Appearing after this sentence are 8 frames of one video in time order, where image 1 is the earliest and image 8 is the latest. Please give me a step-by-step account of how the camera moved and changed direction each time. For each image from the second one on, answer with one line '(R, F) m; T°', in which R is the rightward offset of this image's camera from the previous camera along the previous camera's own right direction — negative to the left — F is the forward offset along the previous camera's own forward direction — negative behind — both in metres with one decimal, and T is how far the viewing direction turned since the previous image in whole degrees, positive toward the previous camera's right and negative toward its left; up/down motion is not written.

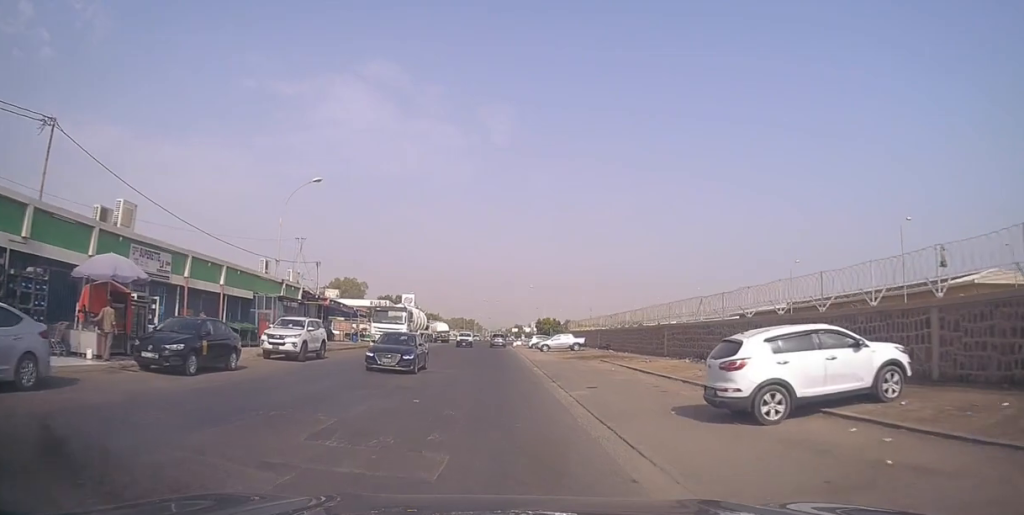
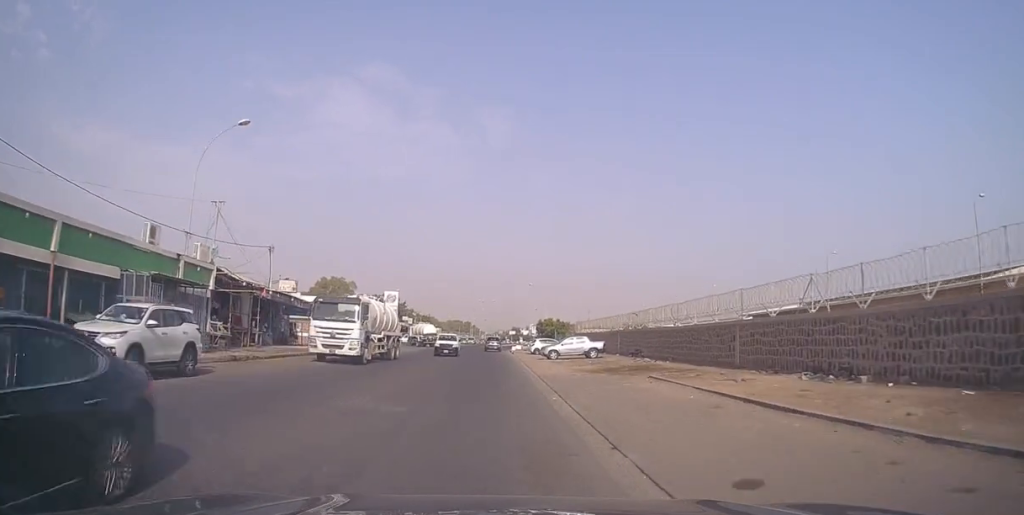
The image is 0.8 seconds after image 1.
(0.0, +12.5) m; +1°
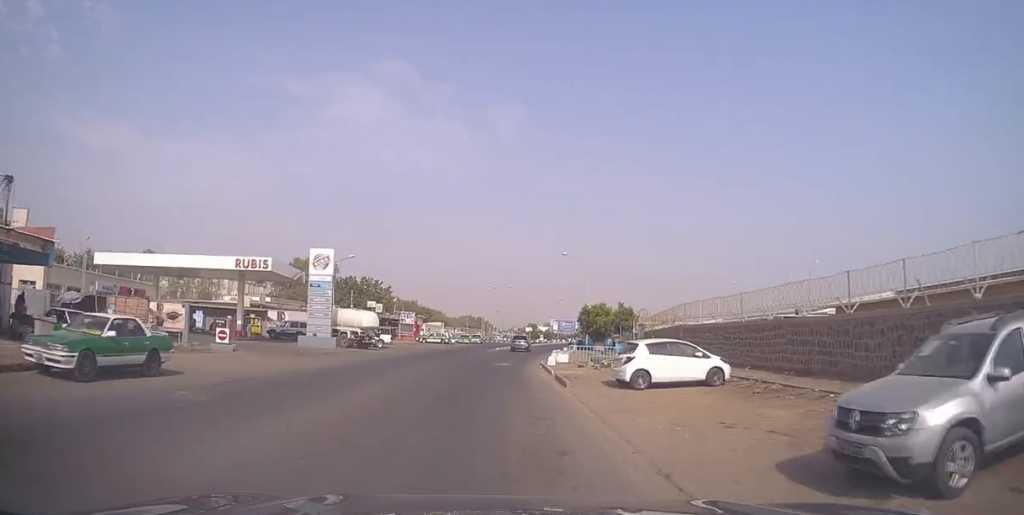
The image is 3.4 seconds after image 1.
(+0.6, +41.9) m; 0°
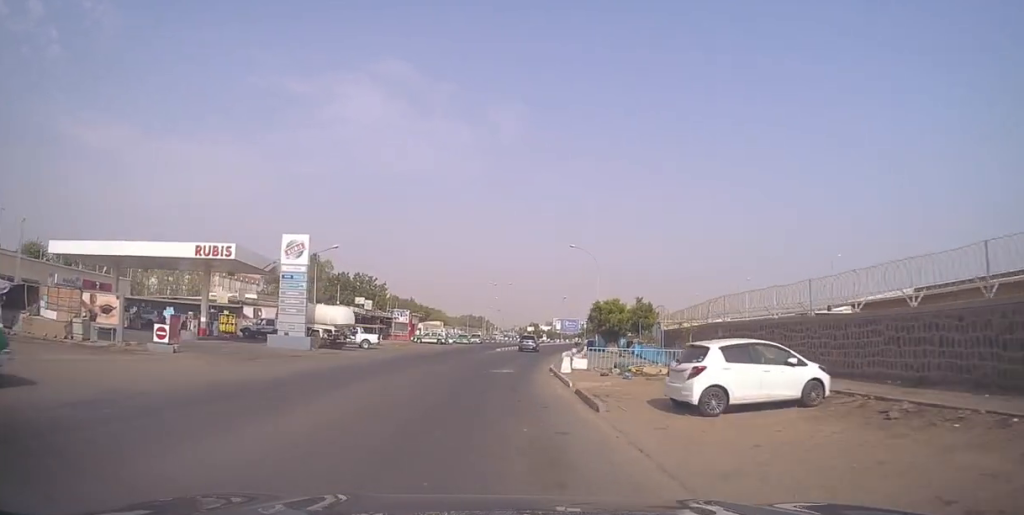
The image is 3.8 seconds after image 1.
(-0.1, +7.8) m; 0°
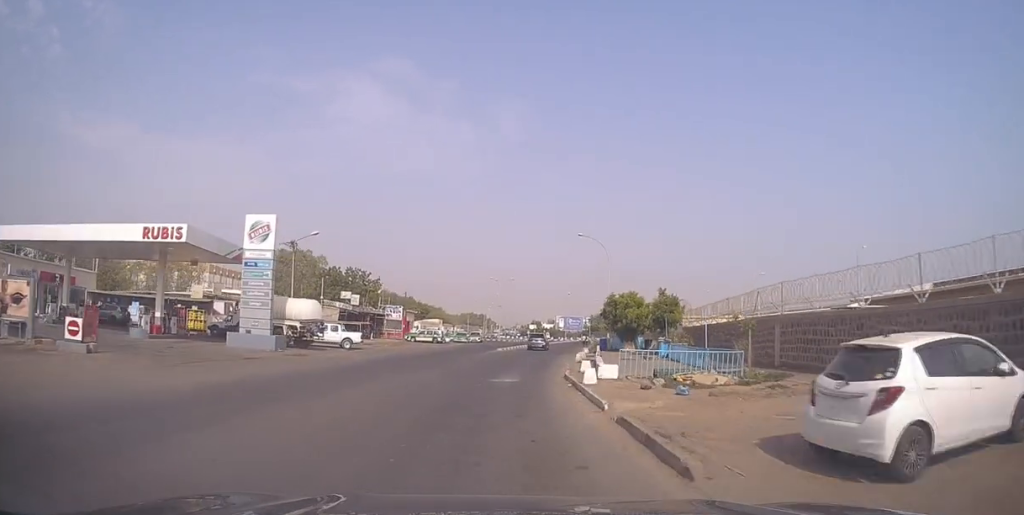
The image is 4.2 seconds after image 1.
(-0.1, +7.8) m; 0°
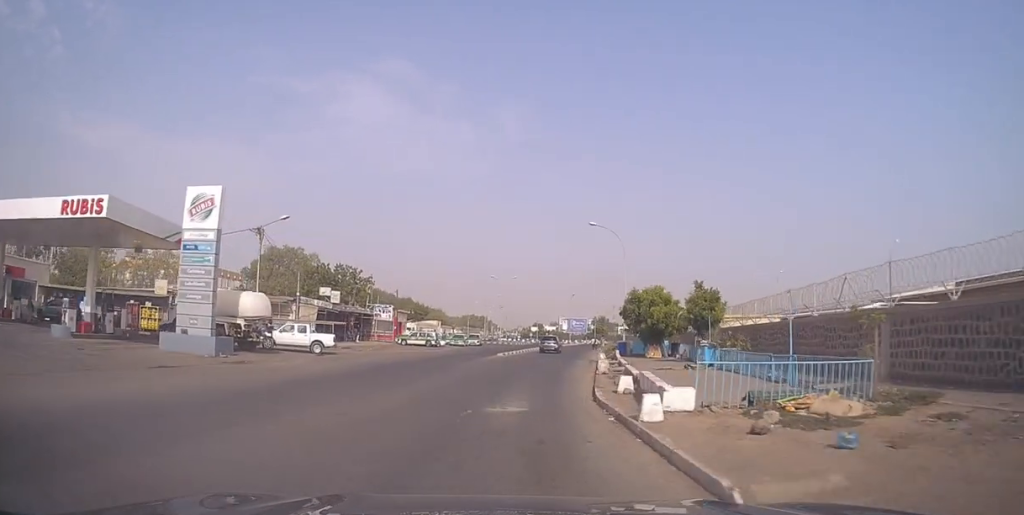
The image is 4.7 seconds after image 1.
(0.0, +8.5) m; 0°
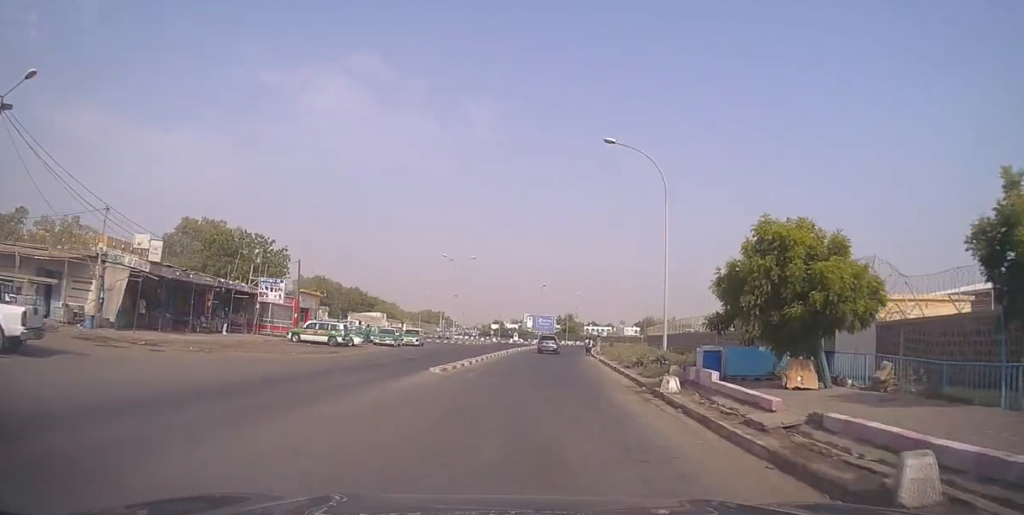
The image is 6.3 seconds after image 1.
(+0.3, +25.7) m; +3°
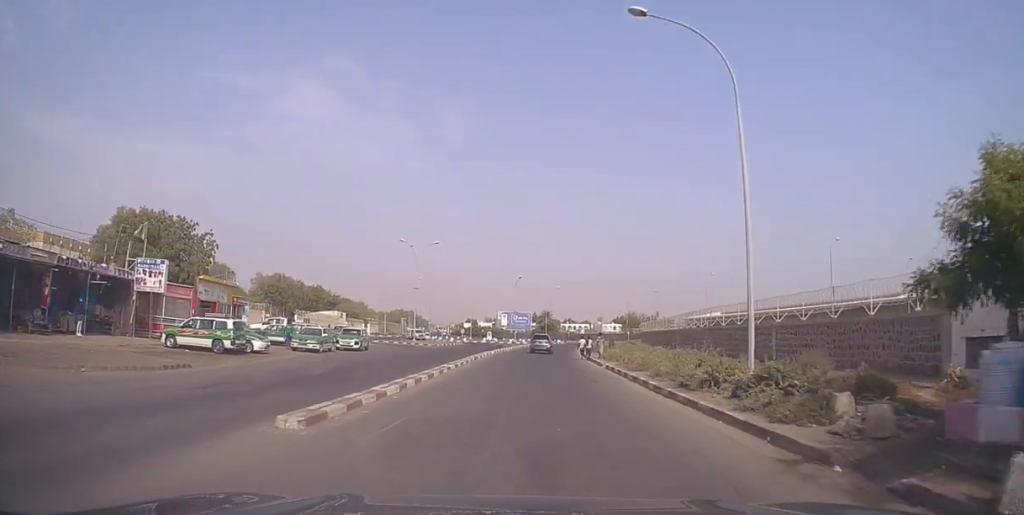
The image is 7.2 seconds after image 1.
(+0.5, +13.7) m; +2°
